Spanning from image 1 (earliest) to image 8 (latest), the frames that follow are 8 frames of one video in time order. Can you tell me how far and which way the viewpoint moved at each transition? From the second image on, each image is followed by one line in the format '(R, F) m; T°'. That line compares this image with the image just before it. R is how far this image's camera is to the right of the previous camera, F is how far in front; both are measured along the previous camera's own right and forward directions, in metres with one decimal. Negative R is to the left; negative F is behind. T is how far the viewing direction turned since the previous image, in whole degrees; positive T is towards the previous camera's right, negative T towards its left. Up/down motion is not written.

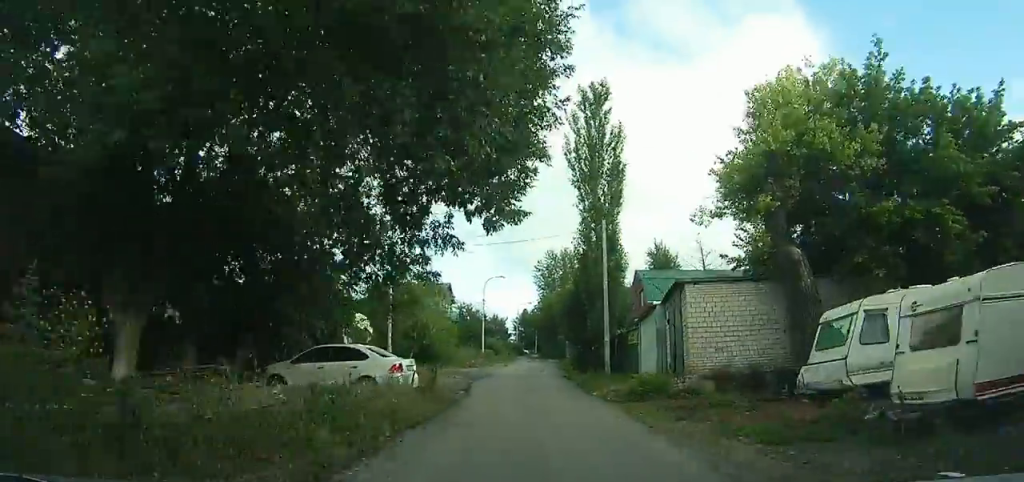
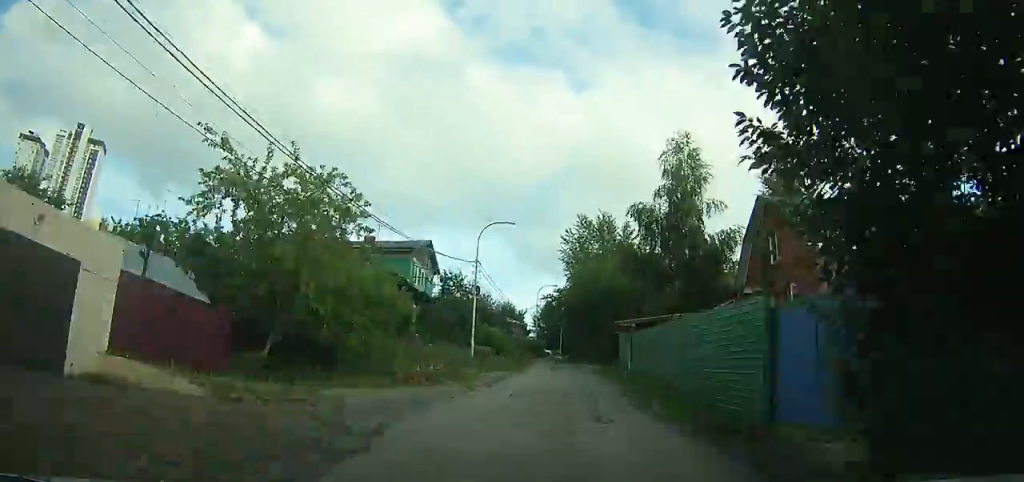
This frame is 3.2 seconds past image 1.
(-0.5, +25.3) m; 0°
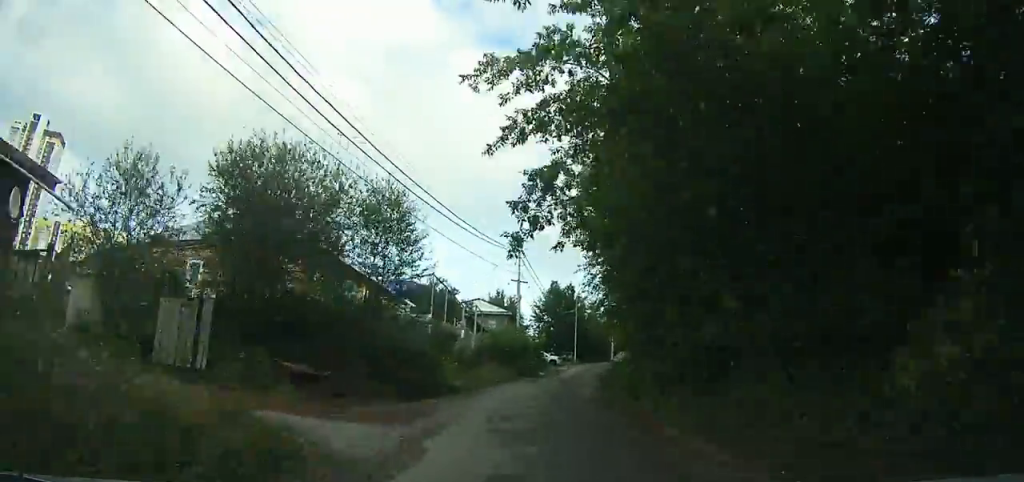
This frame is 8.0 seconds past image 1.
(+0.6, +43.7) m; 0°
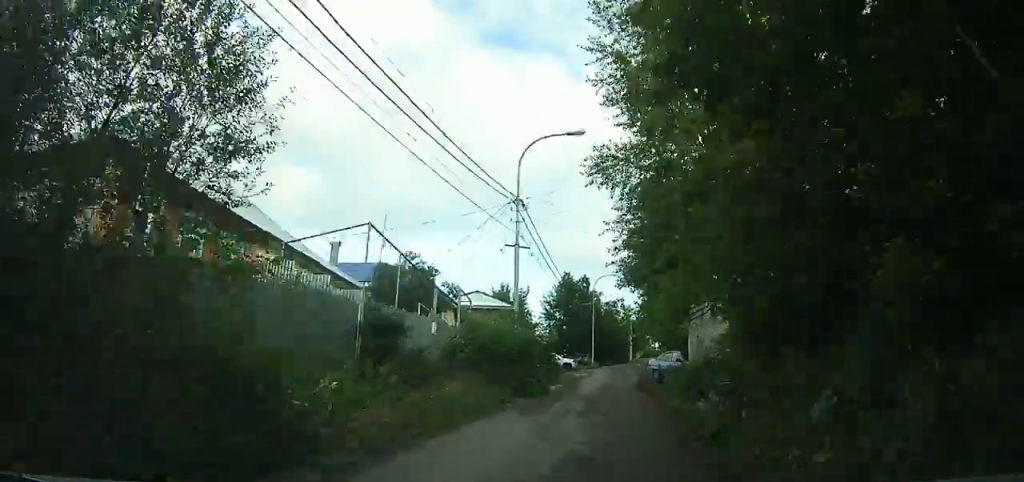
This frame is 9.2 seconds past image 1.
(0.0, +11.2) m; +1°
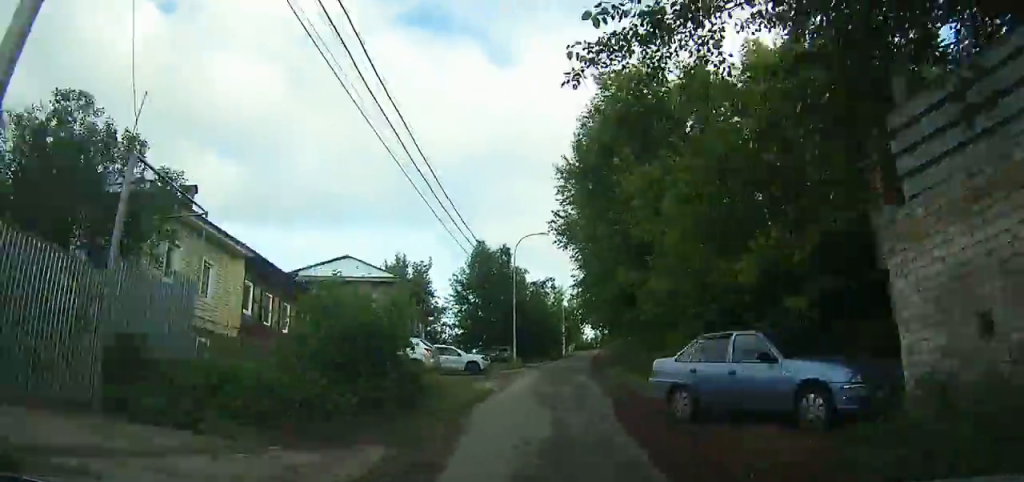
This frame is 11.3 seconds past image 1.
(-0.2, +19.5) m; +2°
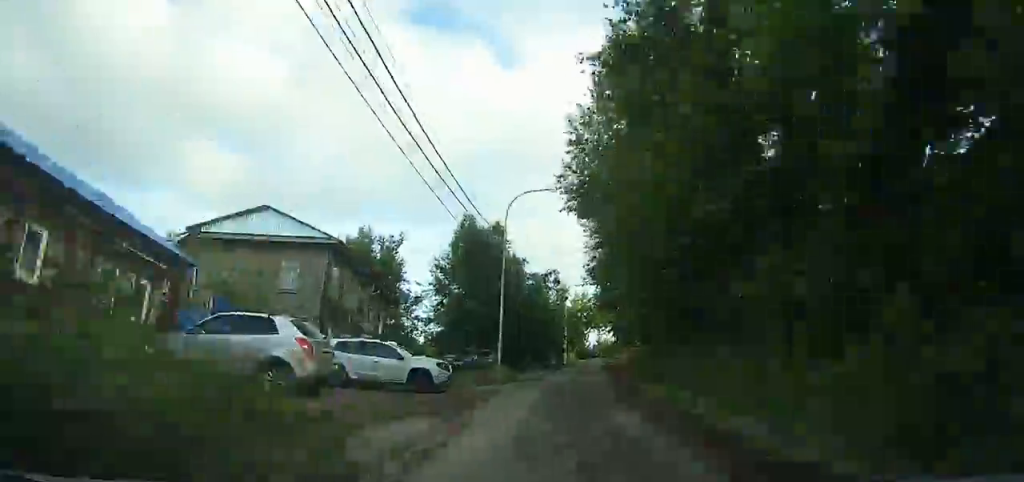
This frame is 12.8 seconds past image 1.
(+0.6, +13.5) m; +2°
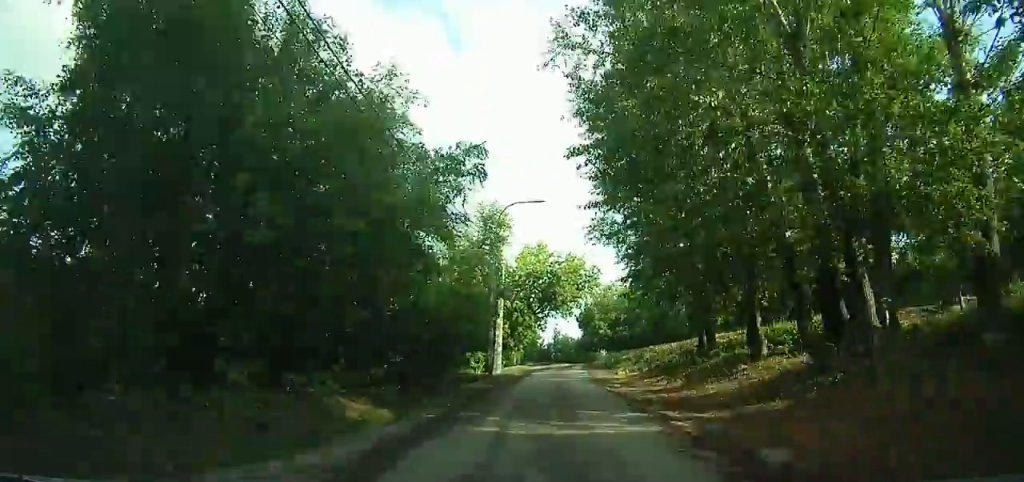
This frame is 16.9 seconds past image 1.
(+1.2, +34.2) m; +3°
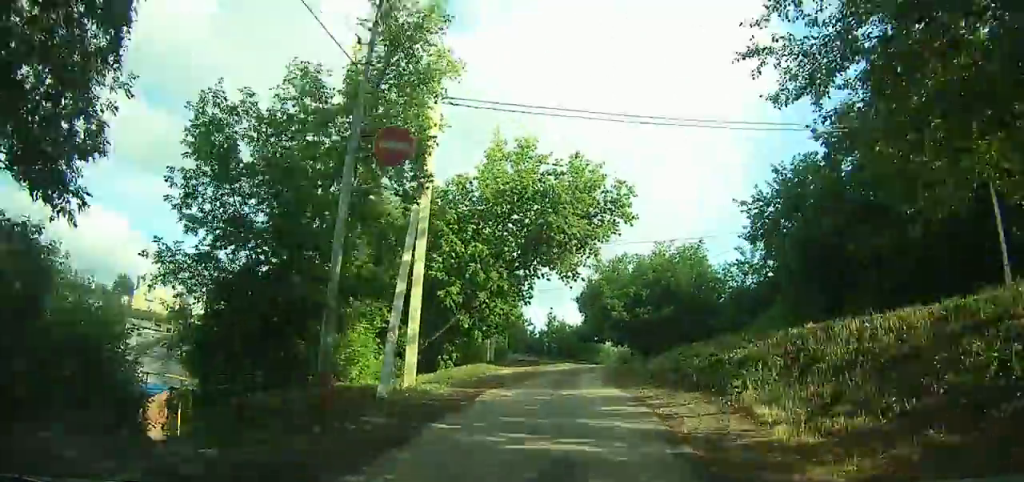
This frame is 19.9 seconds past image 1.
(+0.2, +19.2) m; 0°
